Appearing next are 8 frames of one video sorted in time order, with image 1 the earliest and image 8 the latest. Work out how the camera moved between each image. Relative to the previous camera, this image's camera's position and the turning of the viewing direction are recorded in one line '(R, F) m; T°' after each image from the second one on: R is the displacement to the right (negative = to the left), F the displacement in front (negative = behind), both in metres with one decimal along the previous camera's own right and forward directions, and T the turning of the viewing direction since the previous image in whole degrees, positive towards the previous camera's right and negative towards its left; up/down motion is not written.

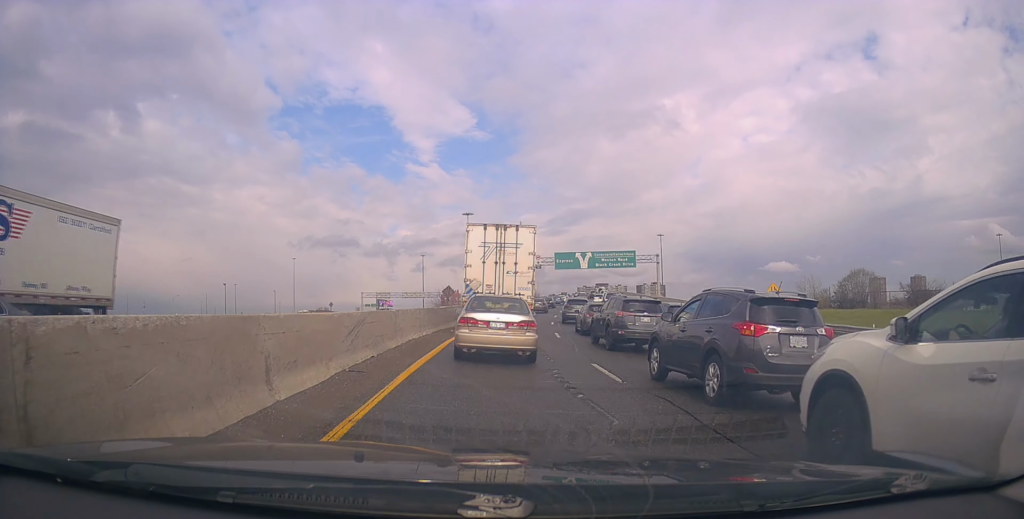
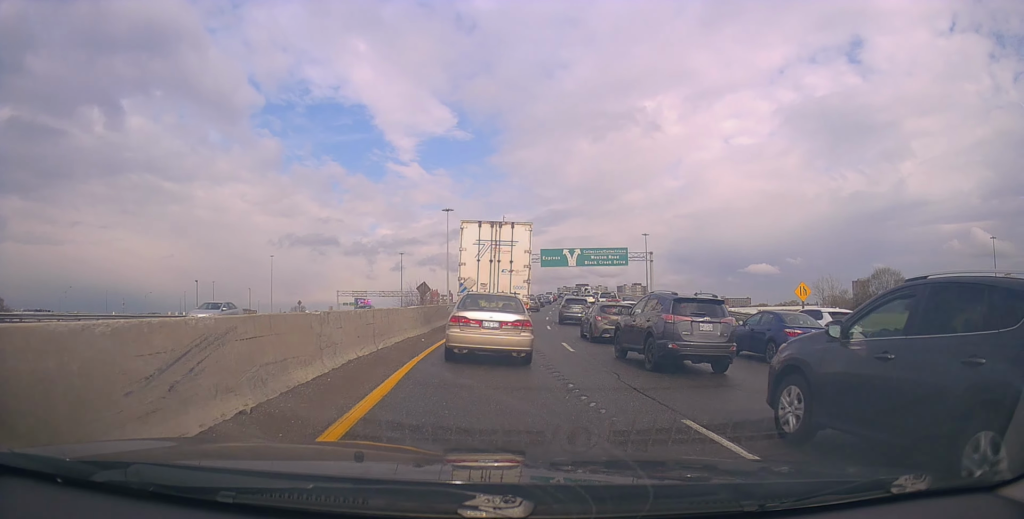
(-0.1, +5.8) m; 0°
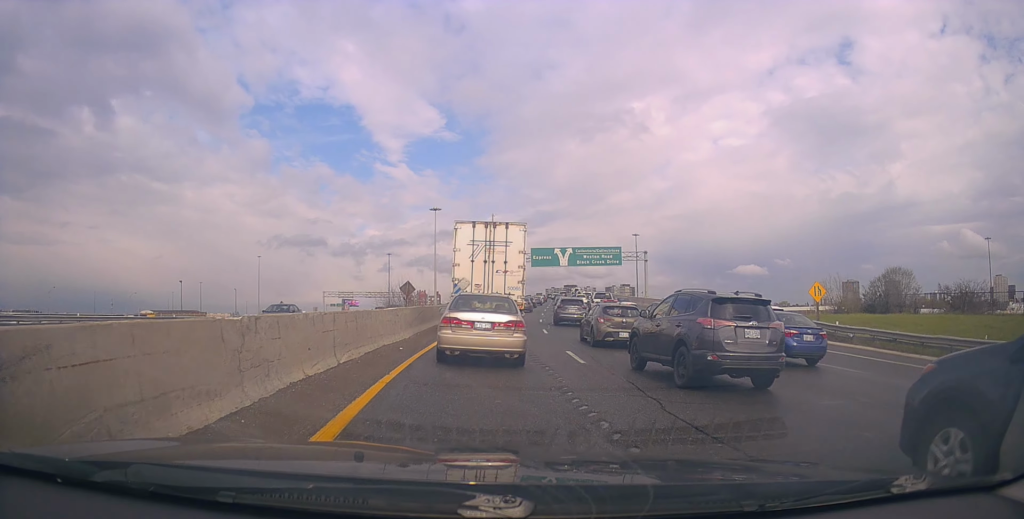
(+0.3, +2.7) m; +5°
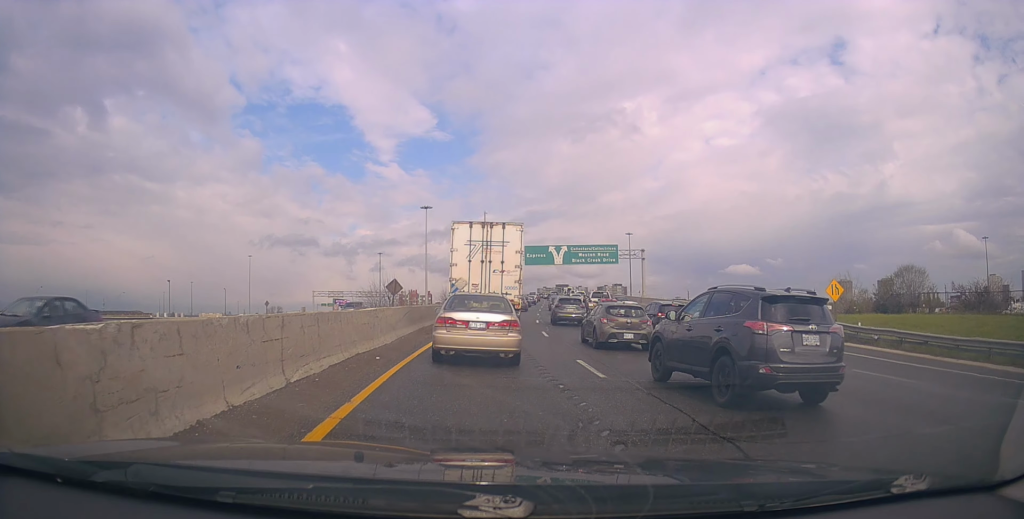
(+0.1, +2.5) m; +3°
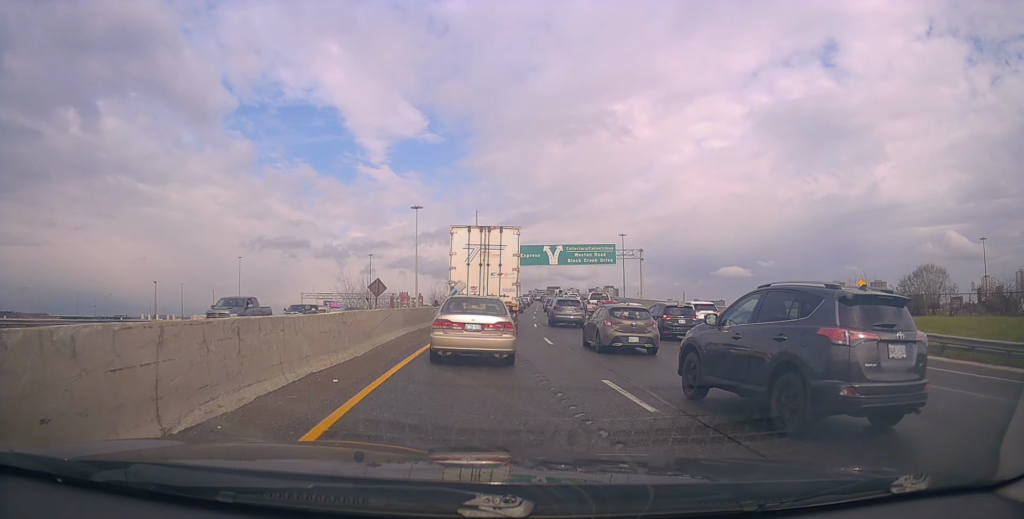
(0.0, +3.3) m; 0°
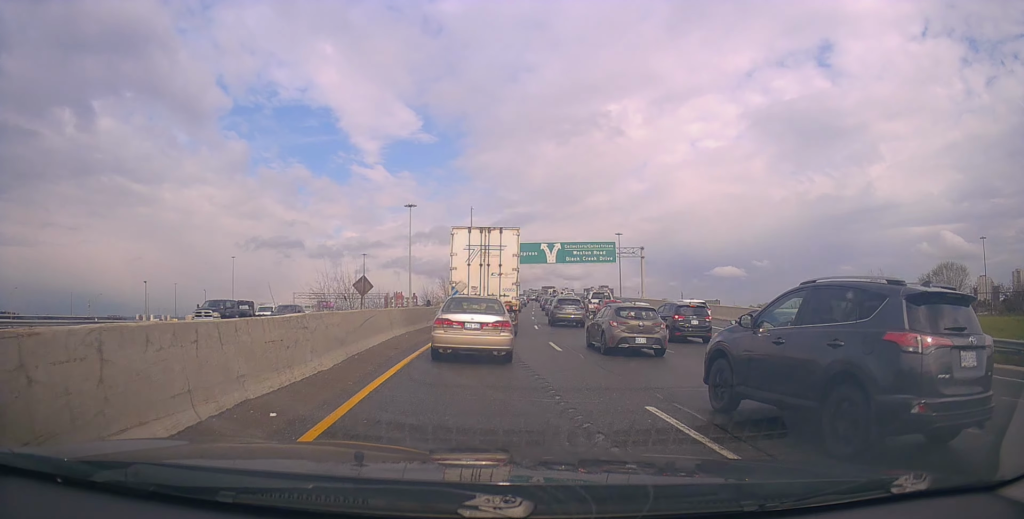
(0.0, +2.6) m; 0°
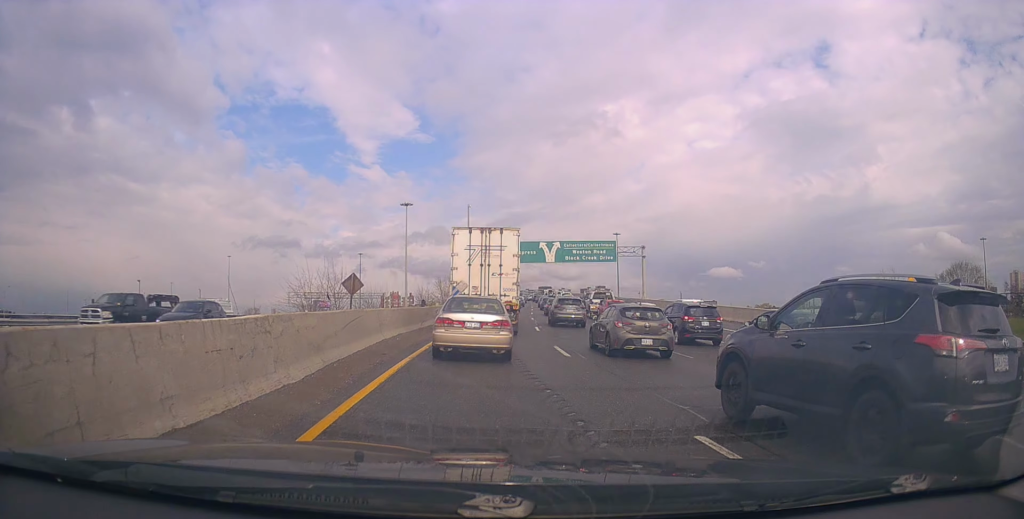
(0.0, +1.9) m; 0°
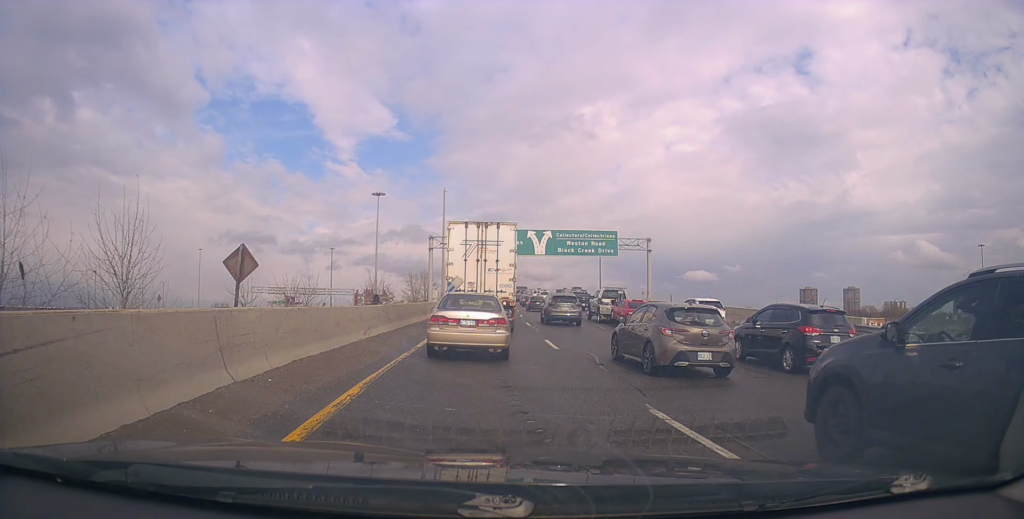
(0.0, +10.9) m; 0°
